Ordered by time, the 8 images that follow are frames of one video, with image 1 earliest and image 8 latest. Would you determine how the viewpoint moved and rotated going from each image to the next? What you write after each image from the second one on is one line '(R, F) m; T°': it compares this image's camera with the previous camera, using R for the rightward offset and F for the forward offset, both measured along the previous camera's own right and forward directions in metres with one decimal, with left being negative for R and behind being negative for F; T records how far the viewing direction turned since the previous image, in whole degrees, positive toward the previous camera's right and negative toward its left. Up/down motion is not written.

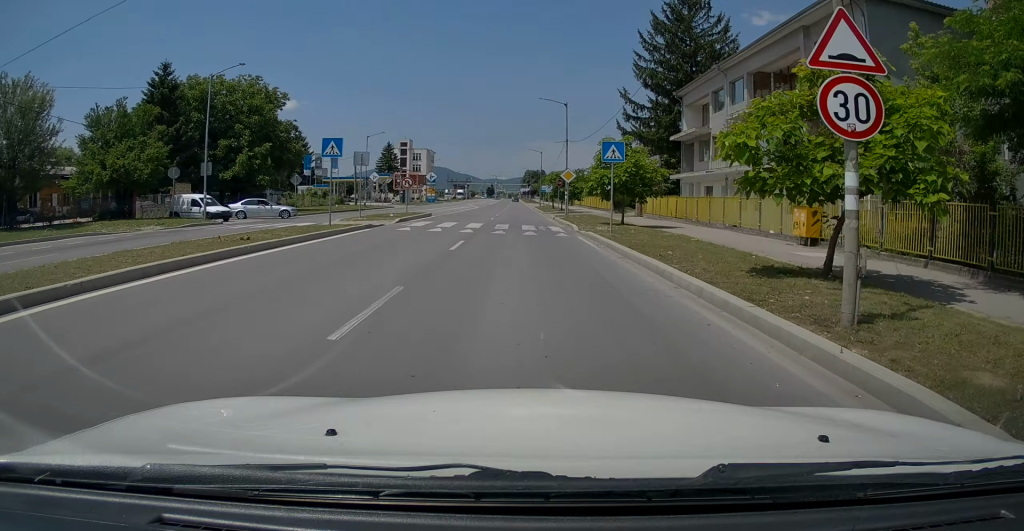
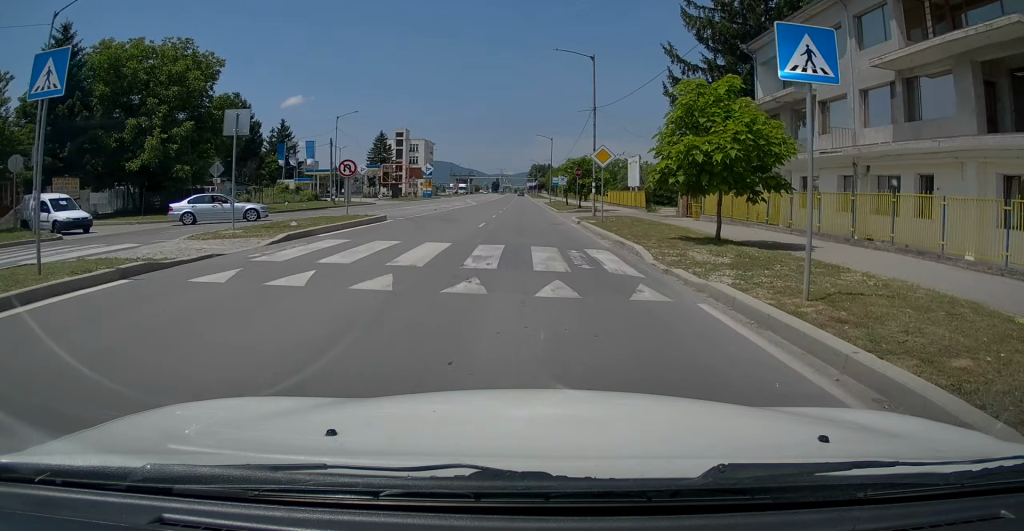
(-0.2, +14.2) m; -1°
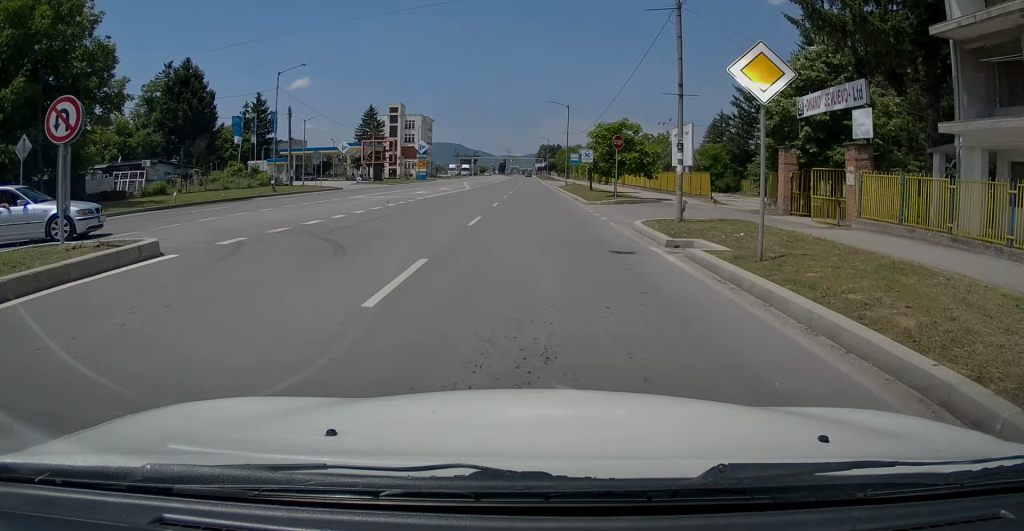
(+0.2, +16.4) m; 0°
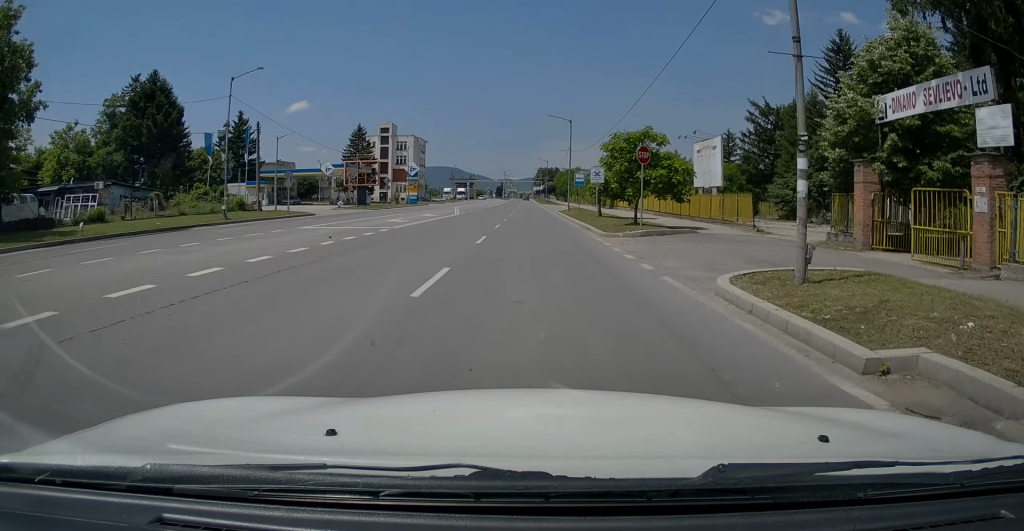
(-0.2, +6.6) m; 0°
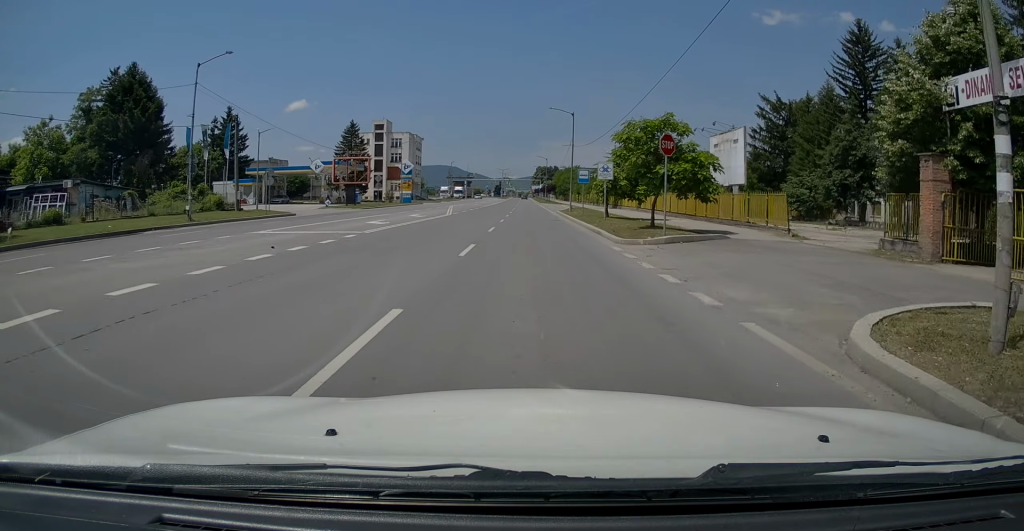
(-0.1, +3.7) m; 0°
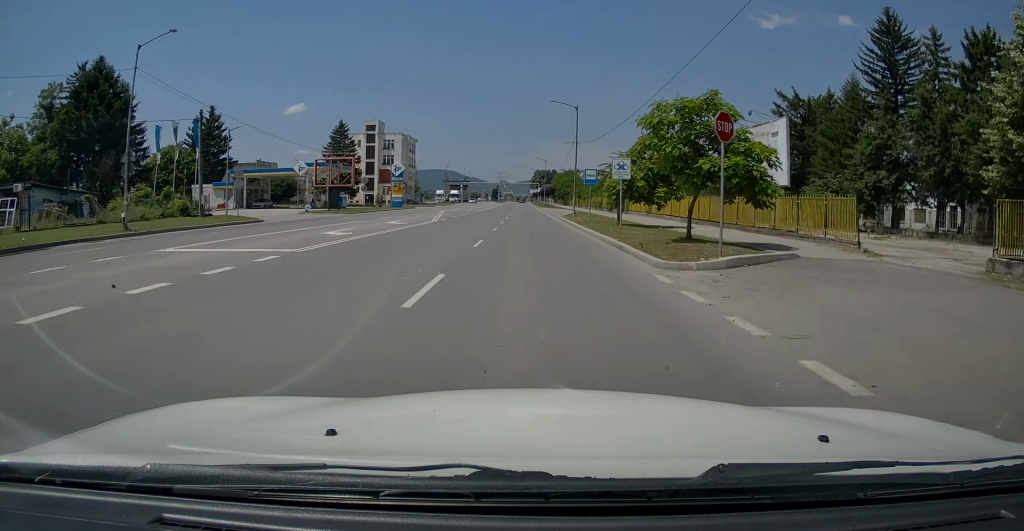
(+0.2, +5.3) m; -1°
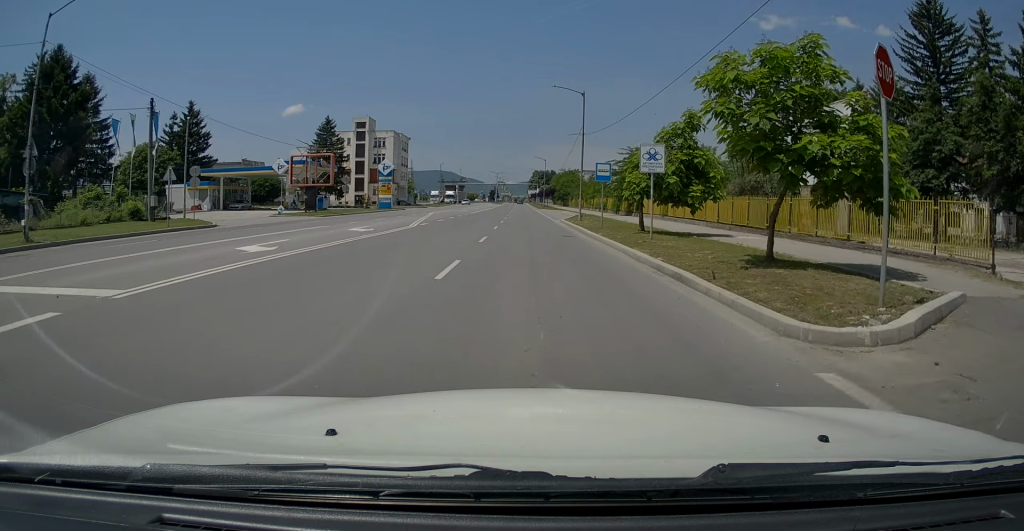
(+0.1, +6.1) m; 0°
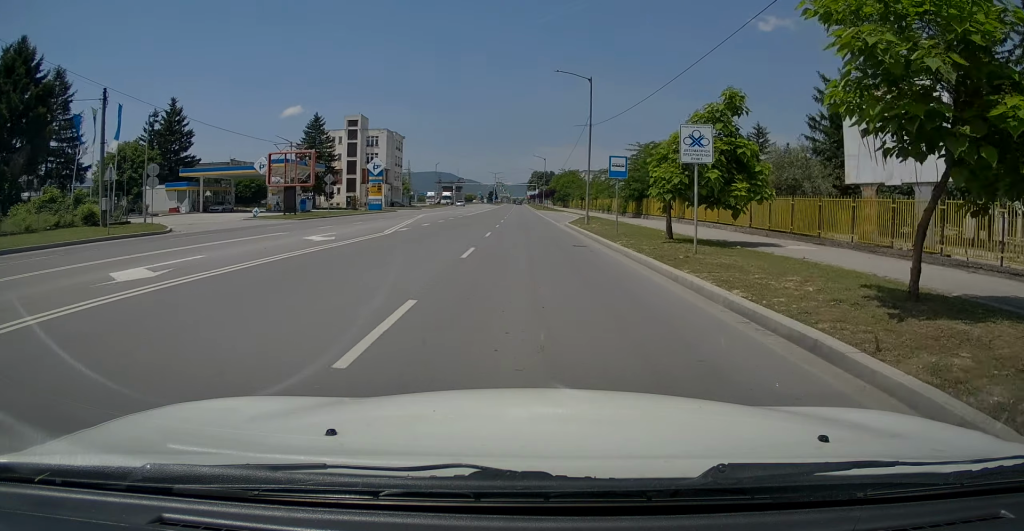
(-0.3, +4.7) m; 0°
